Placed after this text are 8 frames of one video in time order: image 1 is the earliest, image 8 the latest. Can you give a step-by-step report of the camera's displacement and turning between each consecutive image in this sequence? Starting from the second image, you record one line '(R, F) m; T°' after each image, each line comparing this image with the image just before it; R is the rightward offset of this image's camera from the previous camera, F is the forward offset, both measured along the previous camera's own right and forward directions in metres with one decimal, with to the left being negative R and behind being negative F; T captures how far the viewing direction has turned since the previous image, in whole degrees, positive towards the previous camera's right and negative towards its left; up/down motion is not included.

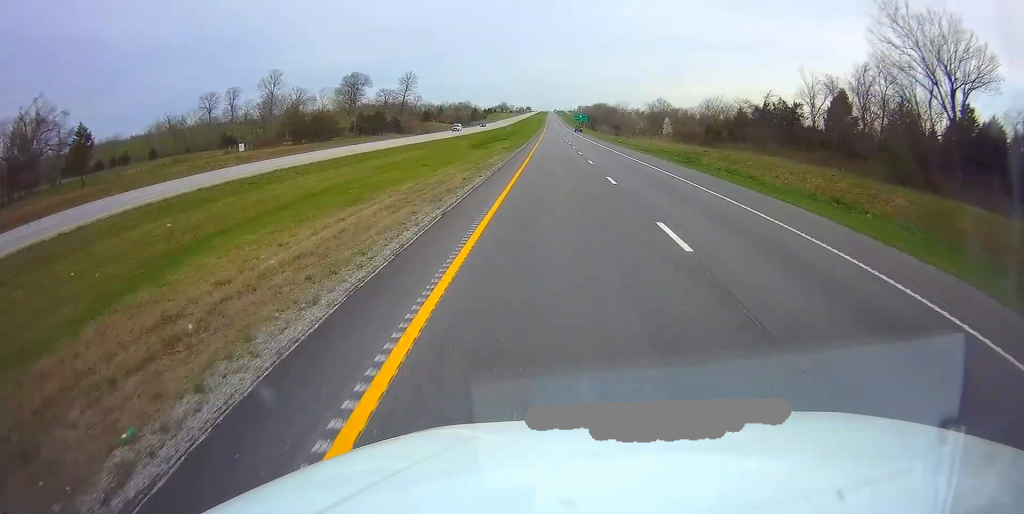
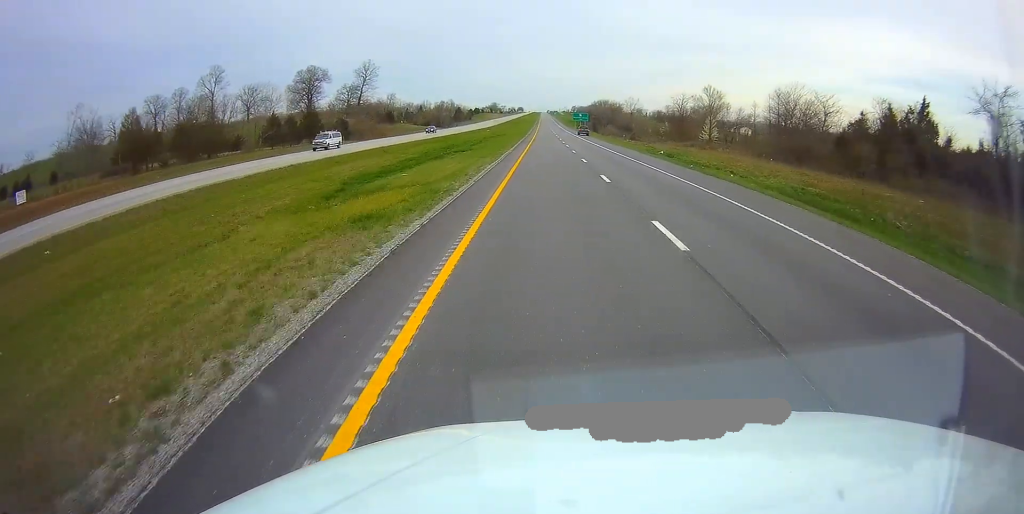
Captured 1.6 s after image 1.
(0.0, +48.6) m; 0°
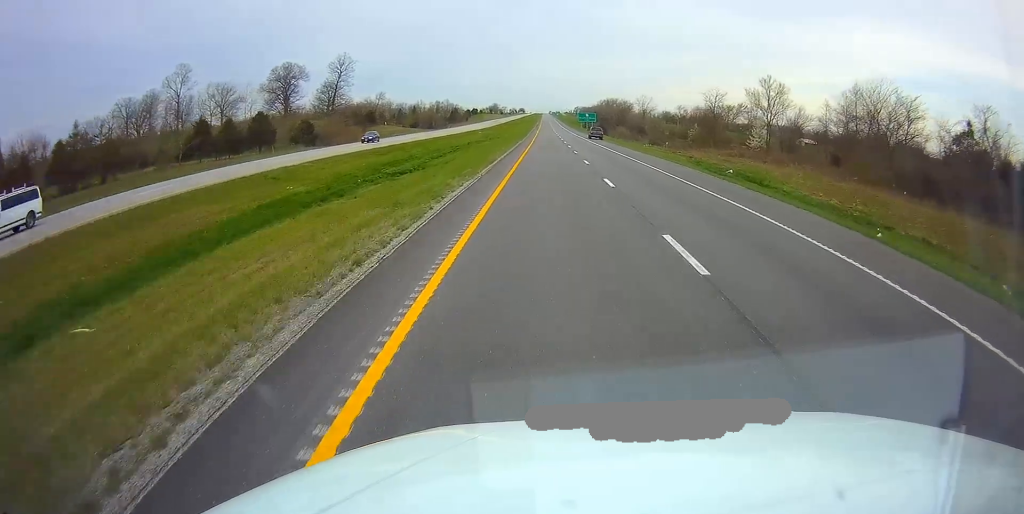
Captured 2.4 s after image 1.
(0.0, +25.9) m; 0°
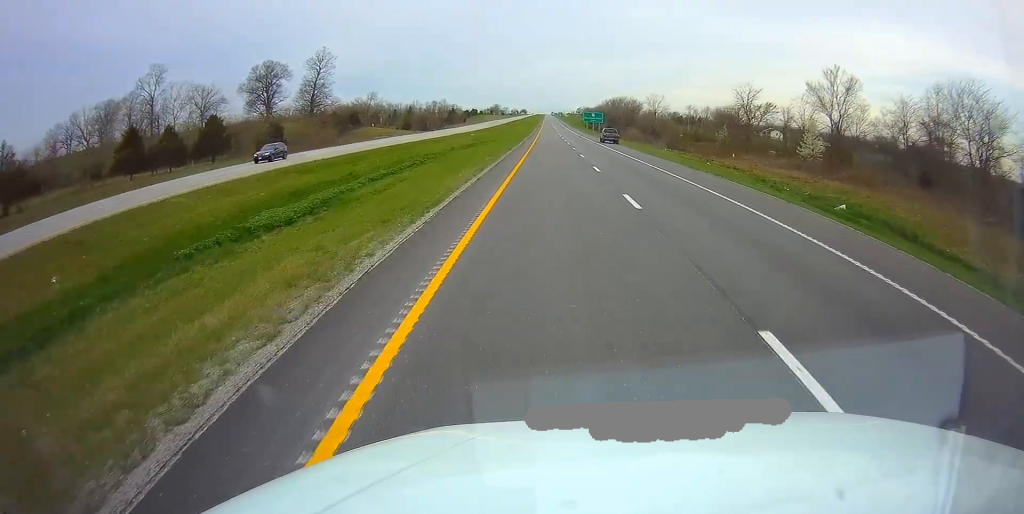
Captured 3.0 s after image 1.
(+0.1, +17.5) m; 0°
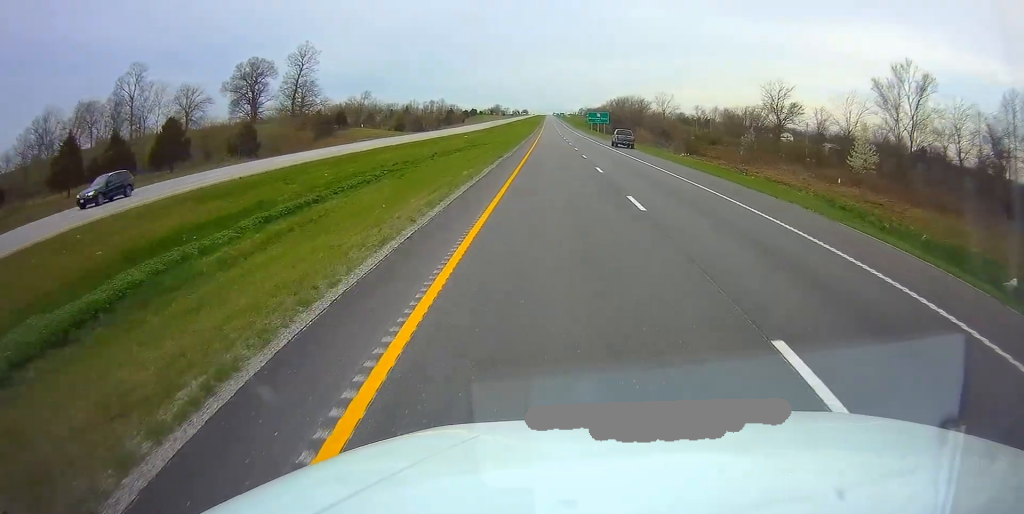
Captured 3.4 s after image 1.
(0.0, +12.4) m; 0°
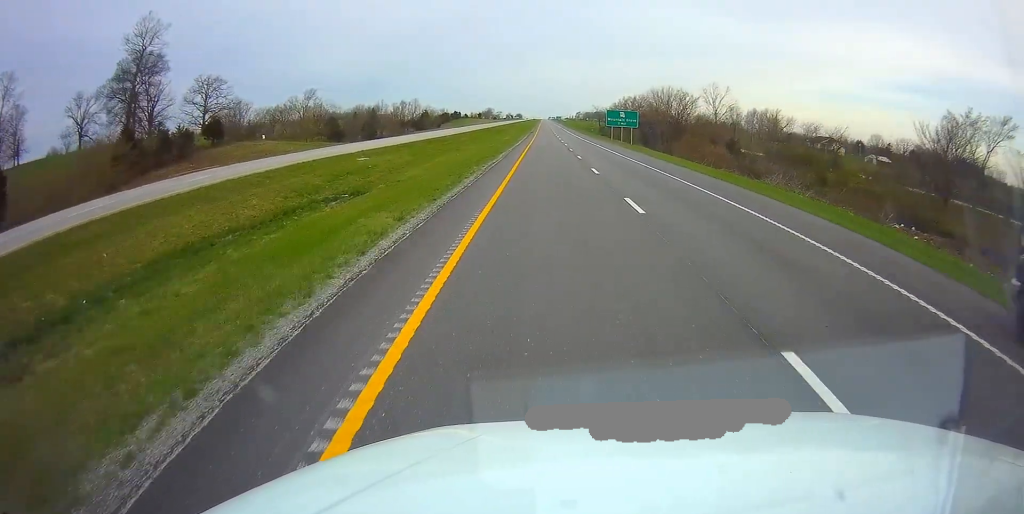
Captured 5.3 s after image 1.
(+0.3, +60.7) m; 0°
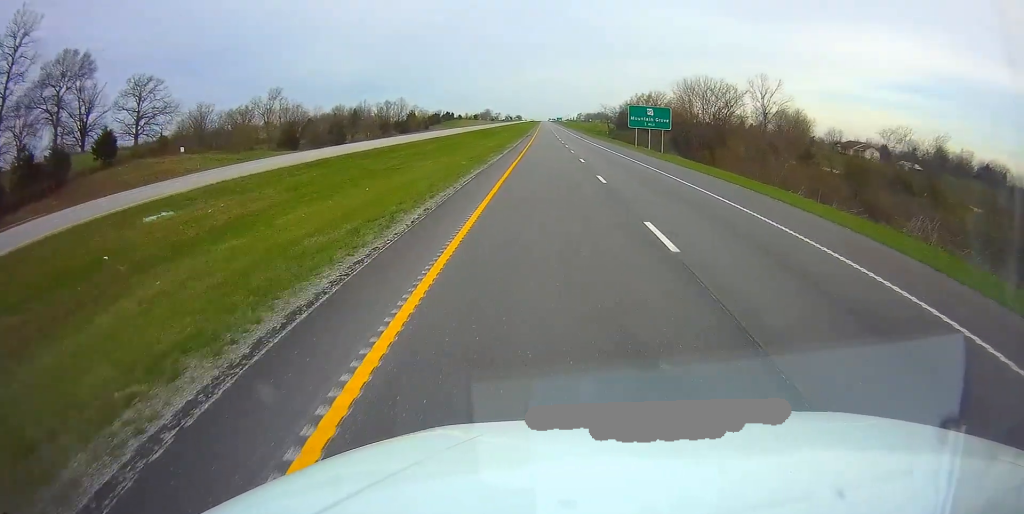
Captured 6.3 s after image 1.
(-0.2, +28.7) m; 0°
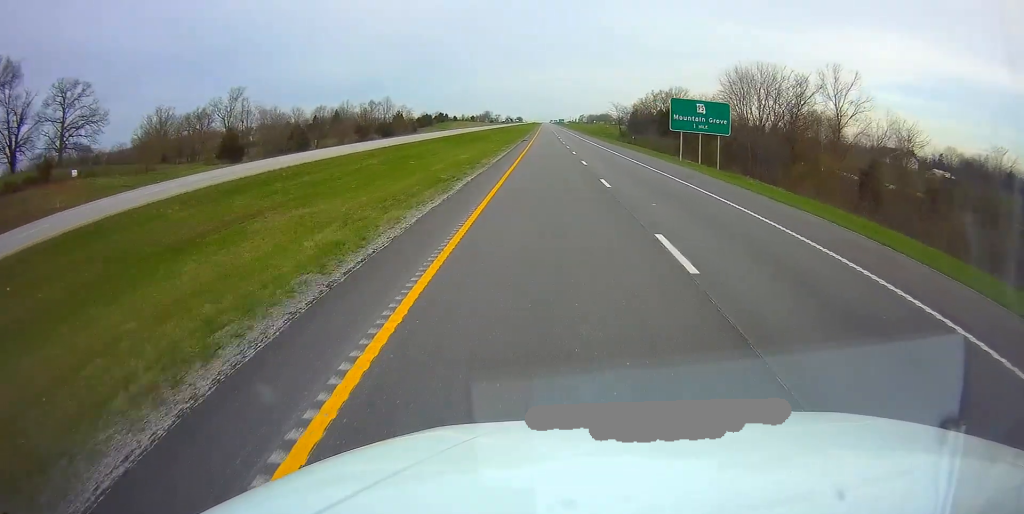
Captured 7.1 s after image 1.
(0.0, +25.6) m; 0°
